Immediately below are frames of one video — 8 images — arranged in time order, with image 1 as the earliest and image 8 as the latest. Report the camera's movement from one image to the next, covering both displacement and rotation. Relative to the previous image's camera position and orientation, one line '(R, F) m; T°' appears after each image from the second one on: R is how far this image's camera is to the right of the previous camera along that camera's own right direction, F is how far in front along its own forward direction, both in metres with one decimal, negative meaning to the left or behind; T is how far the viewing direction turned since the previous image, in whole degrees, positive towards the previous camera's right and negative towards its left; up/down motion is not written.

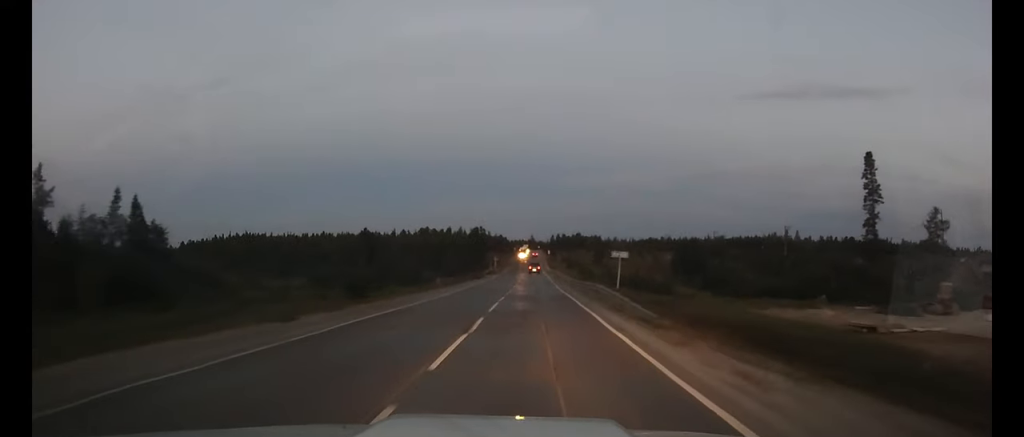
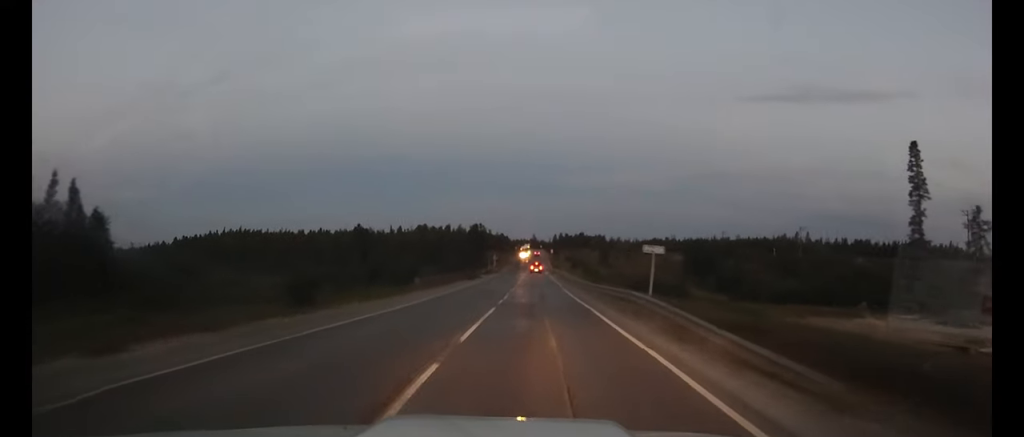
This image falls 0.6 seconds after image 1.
(0.0, +8.9) m; 0°
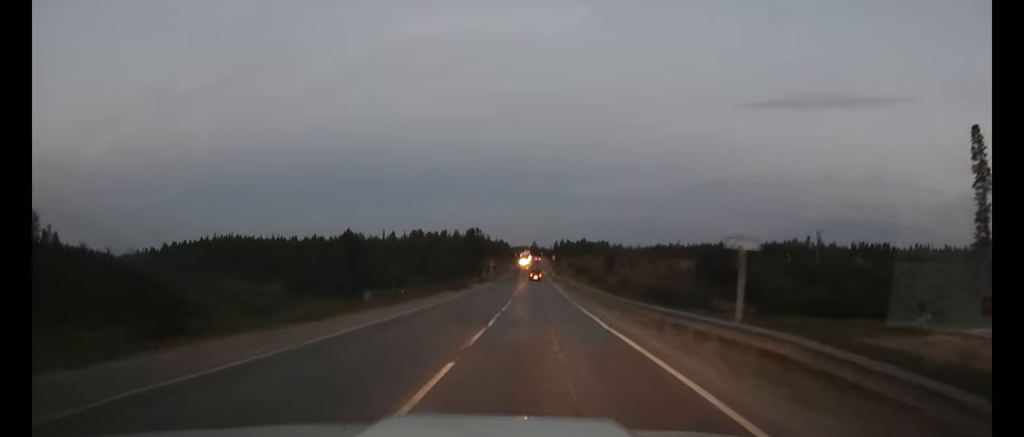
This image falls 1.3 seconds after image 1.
(0.0, +11.1) m; 0°
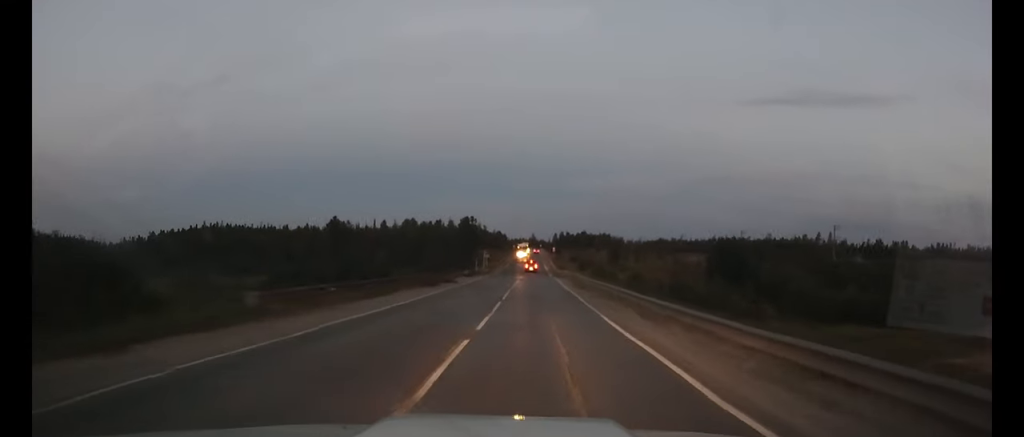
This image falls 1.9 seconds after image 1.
(0.0, +10.7) m; 0°
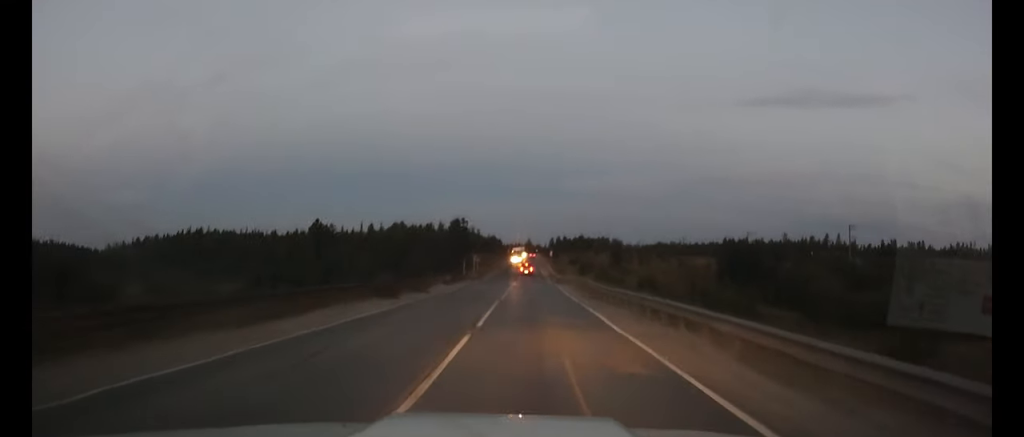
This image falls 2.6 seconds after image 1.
(0.0, +10.3) m; 0°
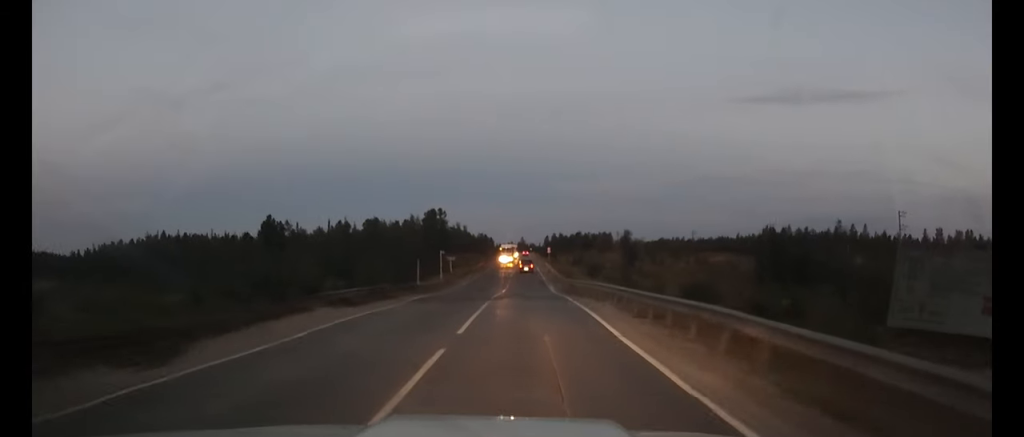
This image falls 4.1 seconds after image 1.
(+0.1, +25.0) m; 0°
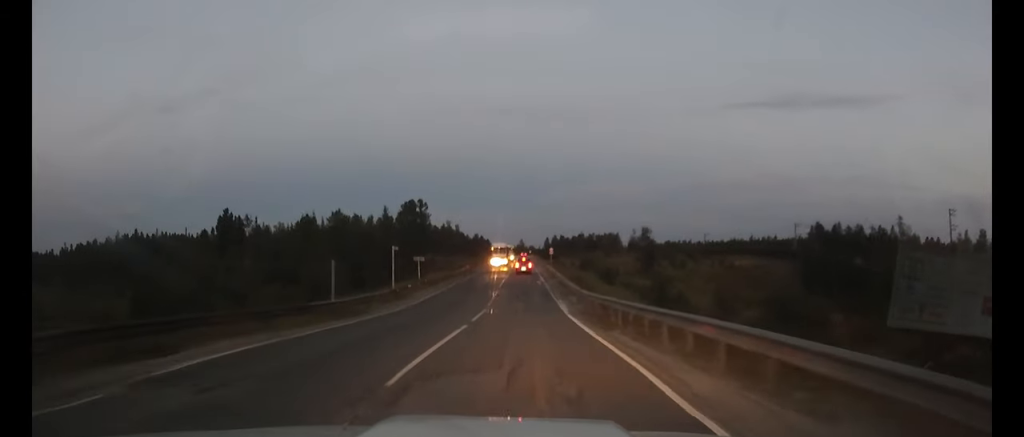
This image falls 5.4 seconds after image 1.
(+0.1, +19.7) m; 0°
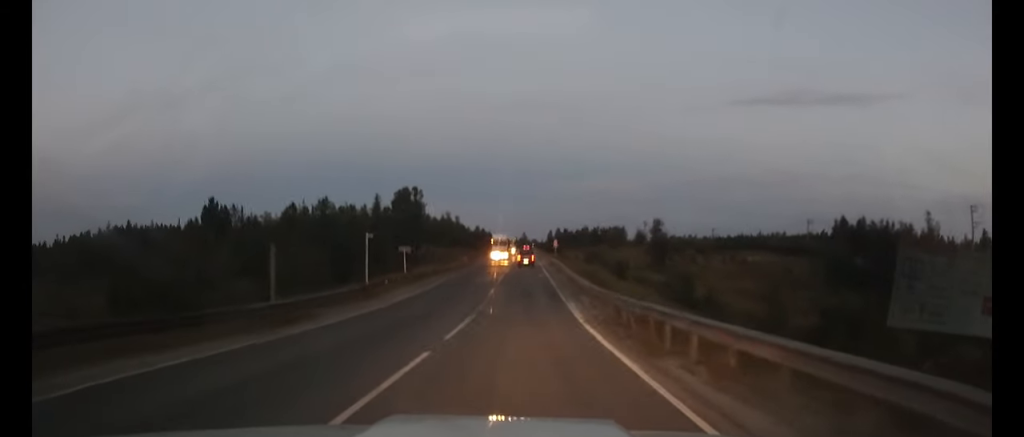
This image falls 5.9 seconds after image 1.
(0.0, +7.4) m; 0°
